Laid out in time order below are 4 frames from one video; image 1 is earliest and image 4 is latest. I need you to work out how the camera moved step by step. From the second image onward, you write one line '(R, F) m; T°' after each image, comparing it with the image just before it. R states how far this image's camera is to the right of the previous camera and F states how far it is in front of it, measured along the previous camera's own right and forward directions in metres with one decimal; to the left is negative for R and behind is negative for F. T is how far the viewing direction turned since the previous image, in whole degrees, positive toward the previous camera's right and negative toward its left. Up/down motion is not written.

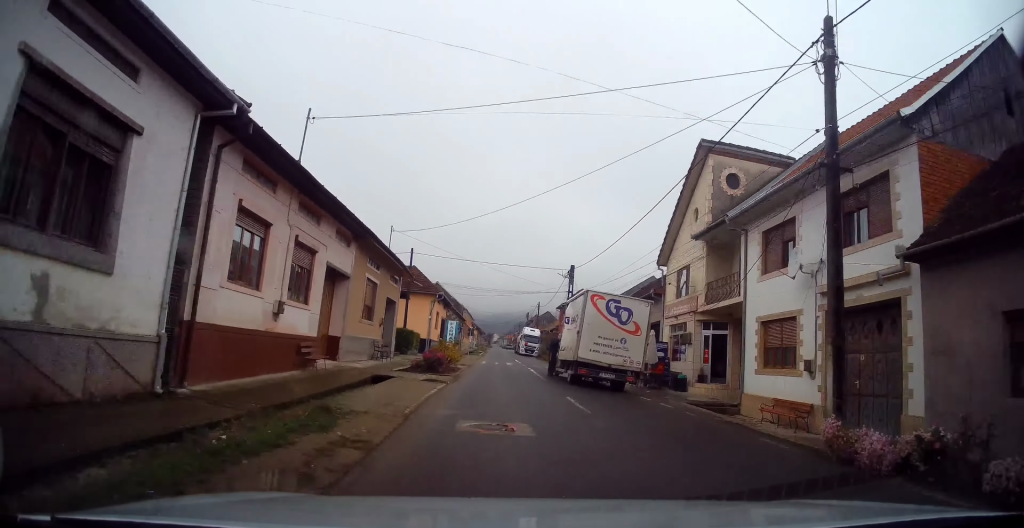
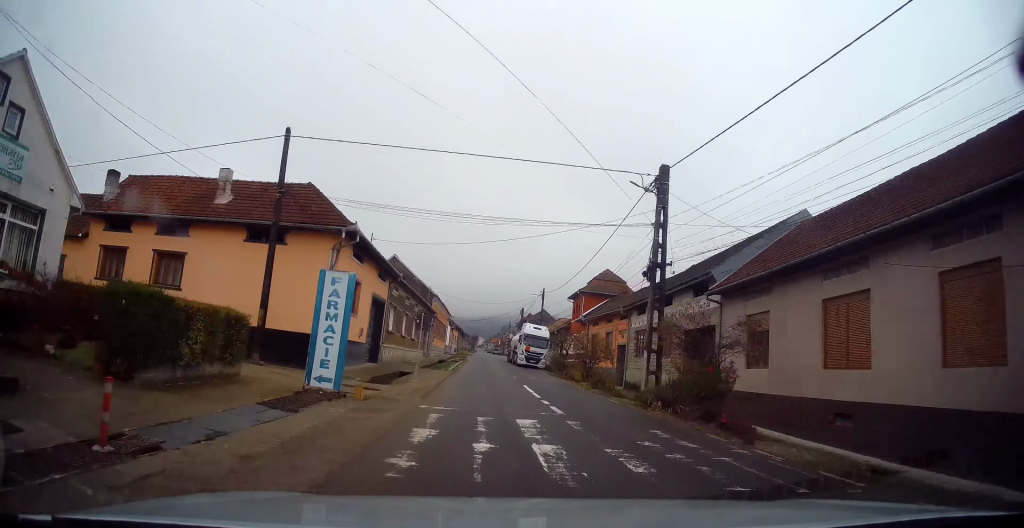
(+0.5, +26.9) m; -1°
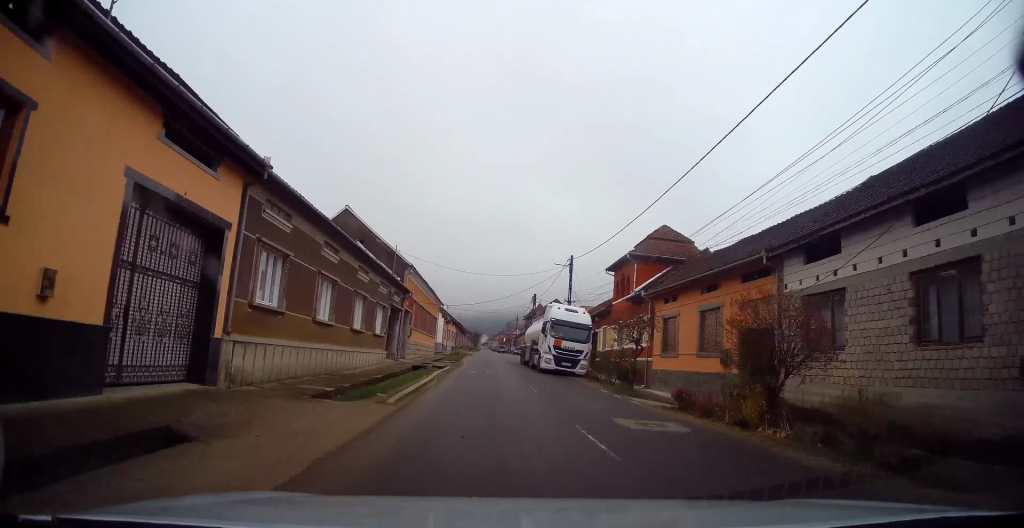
(0.0, +18.5) m; +1°
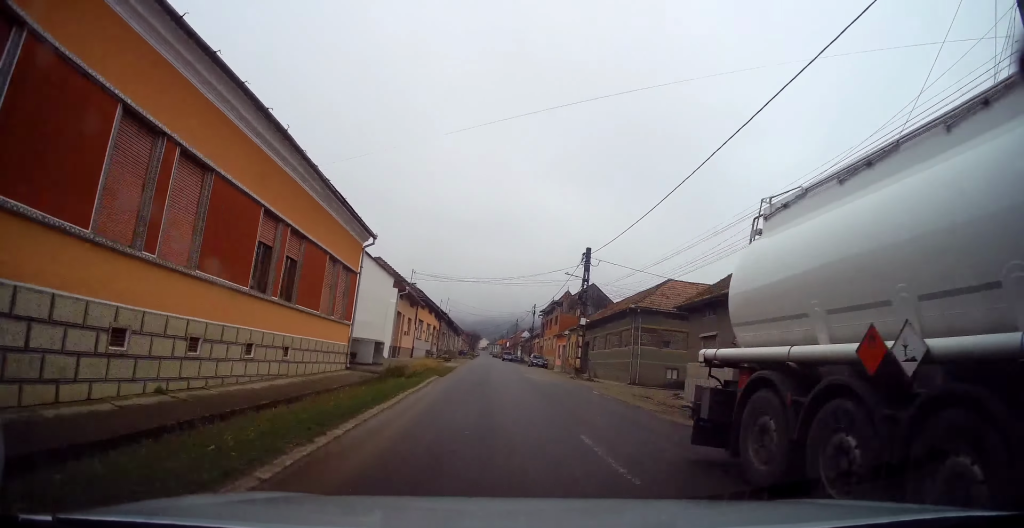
(-0.3, +35.8) m; 0°
